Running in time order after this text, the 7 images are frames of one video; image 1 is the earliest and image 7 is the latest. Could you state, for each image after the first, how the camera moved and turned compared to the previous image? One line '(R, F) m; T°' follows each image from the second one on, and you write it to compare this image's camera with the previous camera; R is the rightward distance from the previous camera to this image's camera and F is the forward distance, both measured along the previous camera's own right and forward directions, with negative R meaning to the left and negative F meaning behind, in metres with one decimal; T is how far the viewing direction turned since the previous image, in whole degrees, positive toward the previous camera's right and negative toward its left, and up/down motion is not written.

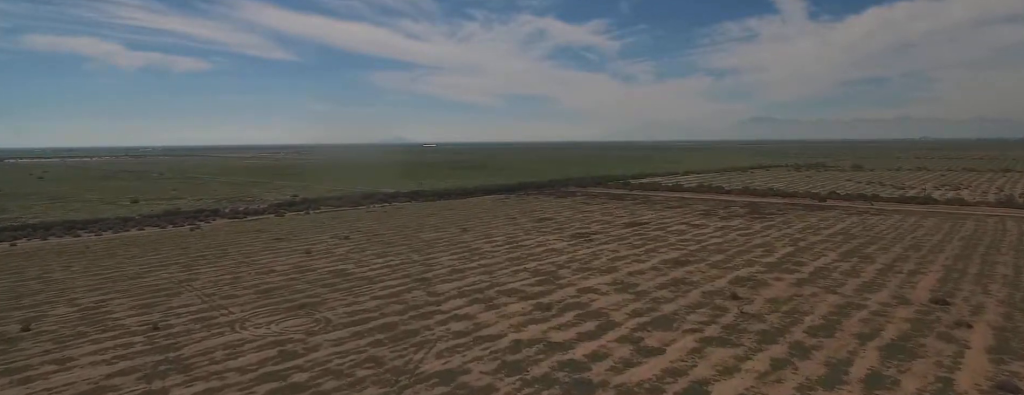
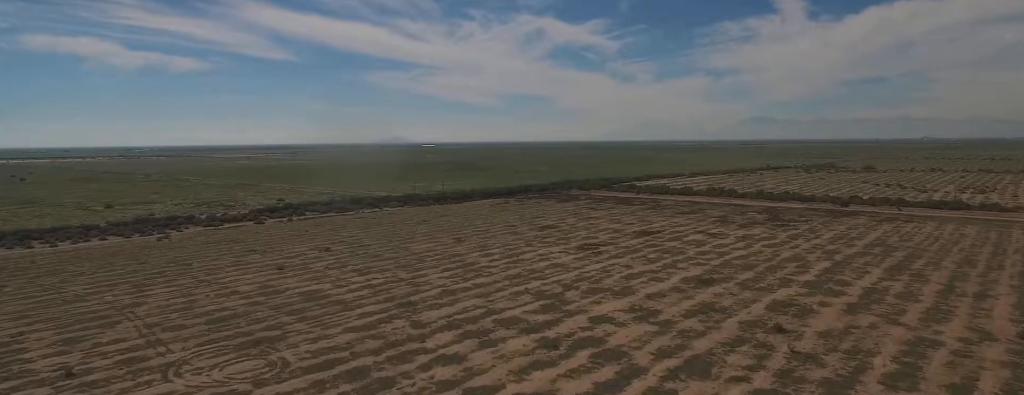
(-0.1, +22.4) m; -1°
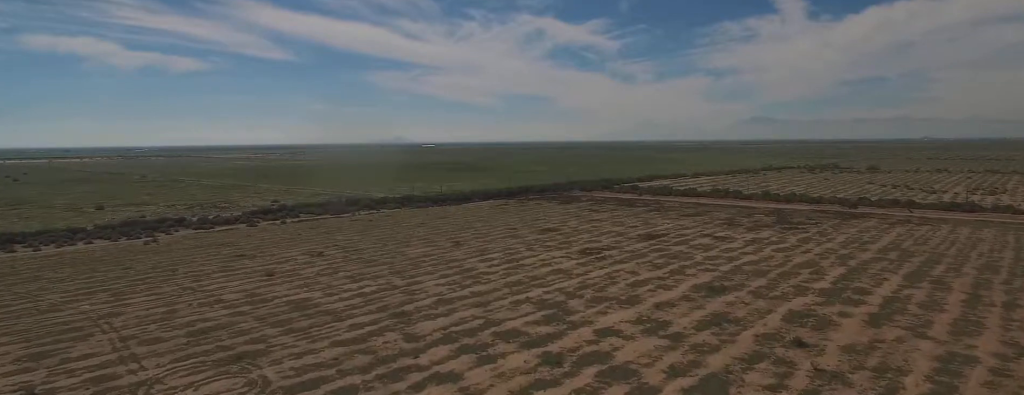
(0.0, +7.5) m; 0°
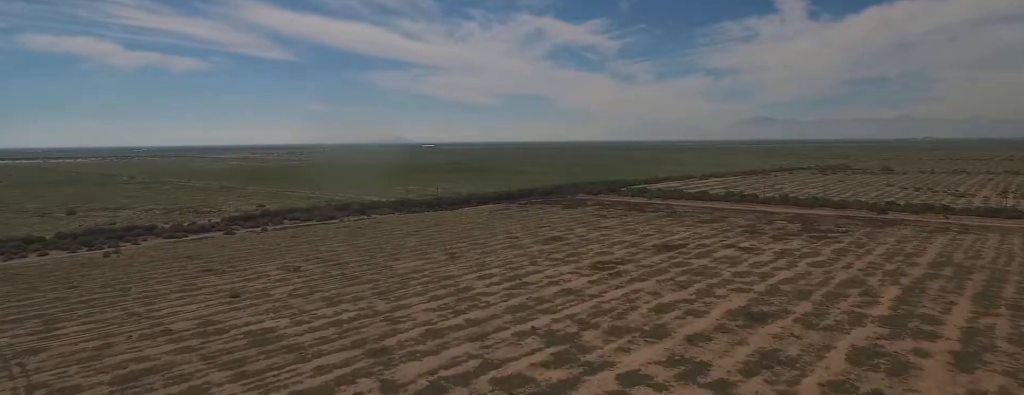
(0.0, +20.2) m; 0°
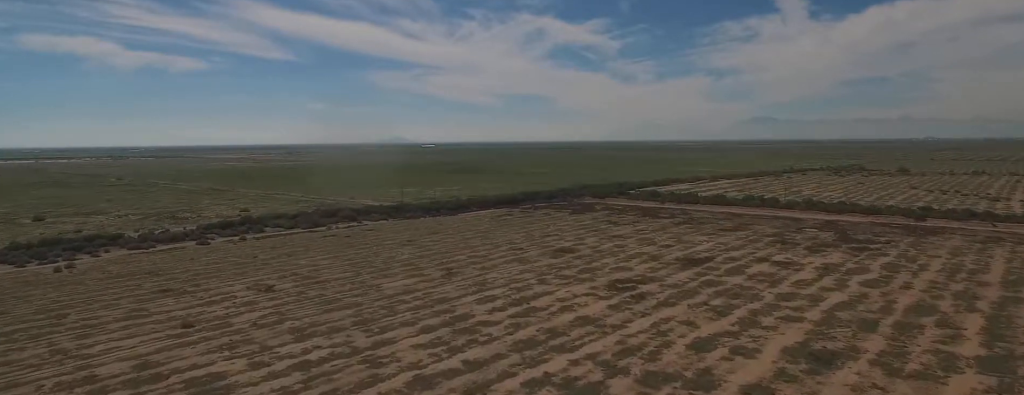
(+0.3, +18.4) m; +3°
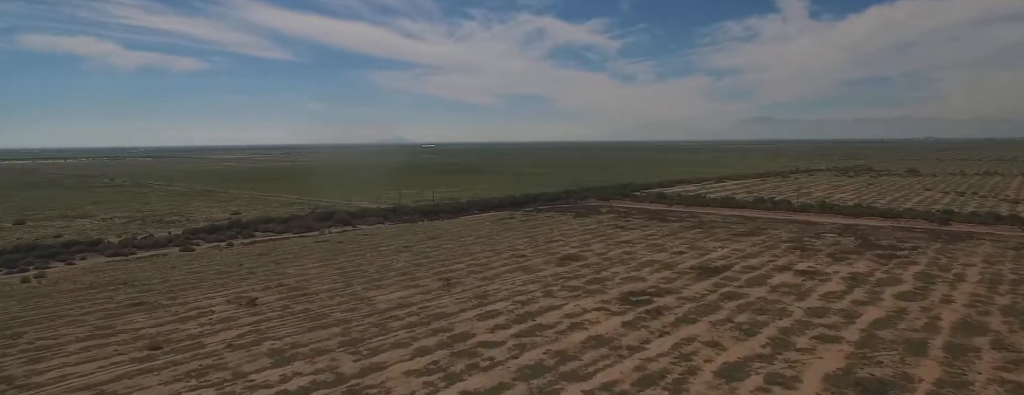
(+0.3, +14.9) m; +2°
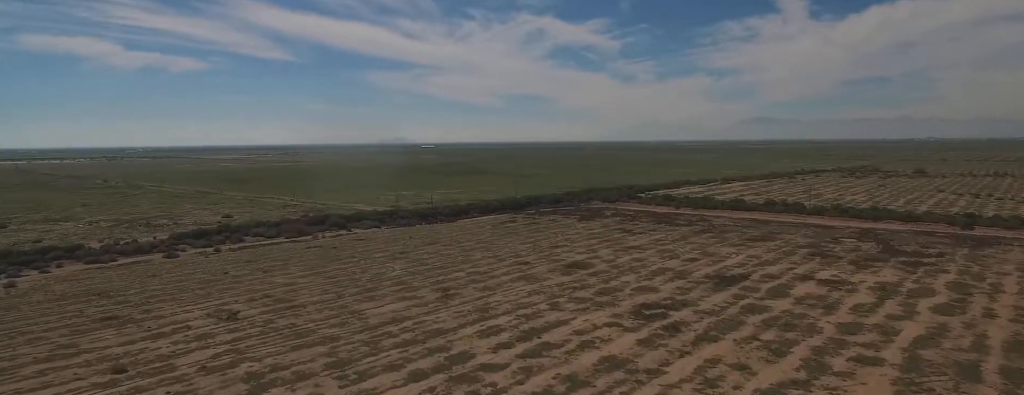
(+0.2, +10.8) m; +1°
